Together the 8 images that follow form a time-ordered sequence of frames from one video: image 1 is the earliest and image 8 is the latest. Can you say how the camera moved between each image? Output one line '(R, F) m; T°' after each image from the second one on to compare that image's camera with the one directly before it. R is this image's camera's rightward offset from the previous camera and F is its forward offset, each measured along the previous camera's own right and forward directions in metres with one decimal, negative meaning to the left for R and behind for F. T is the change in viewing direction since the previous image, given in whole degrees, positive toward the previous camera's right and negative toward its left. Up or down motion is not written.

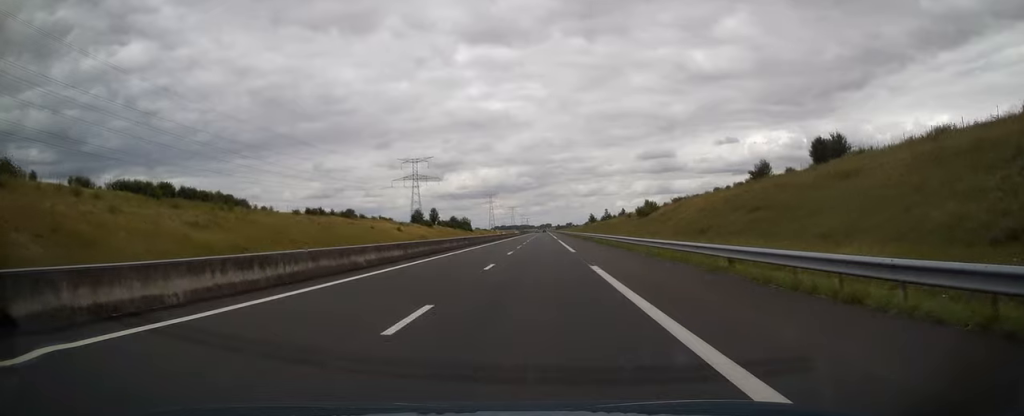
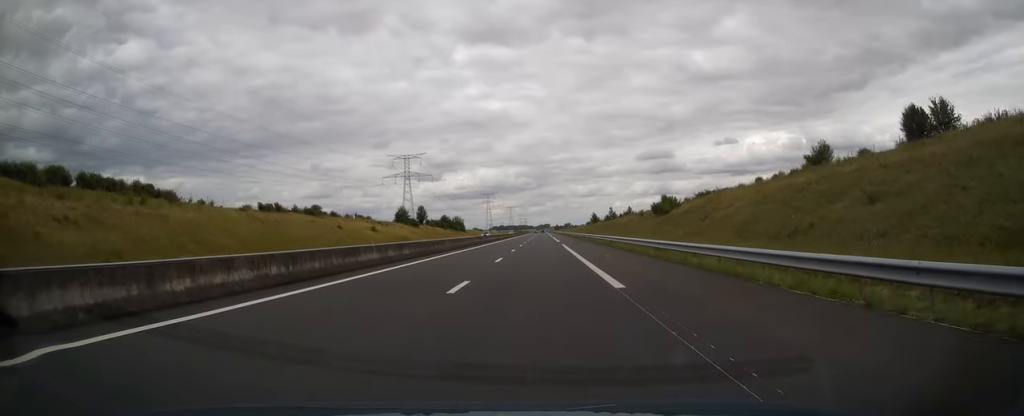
(0.0, +20.5) m; 0°
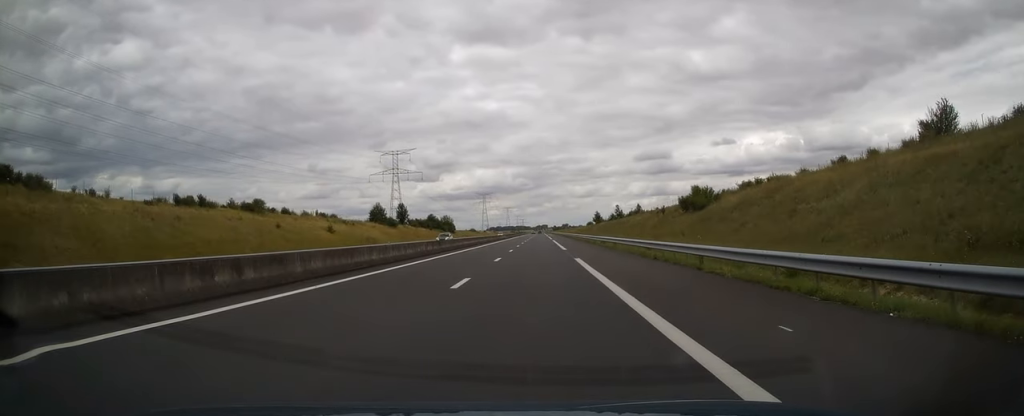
(0.0, +24.4) m; 0°
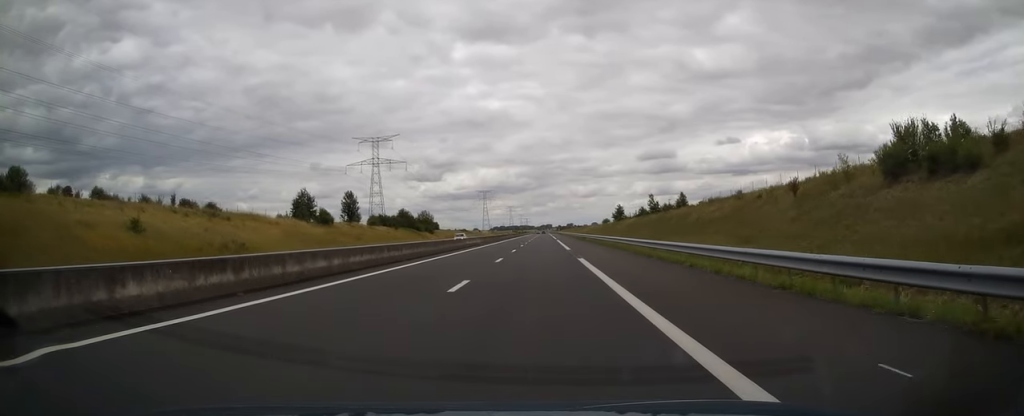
(0.0, +52.3) m; 0°
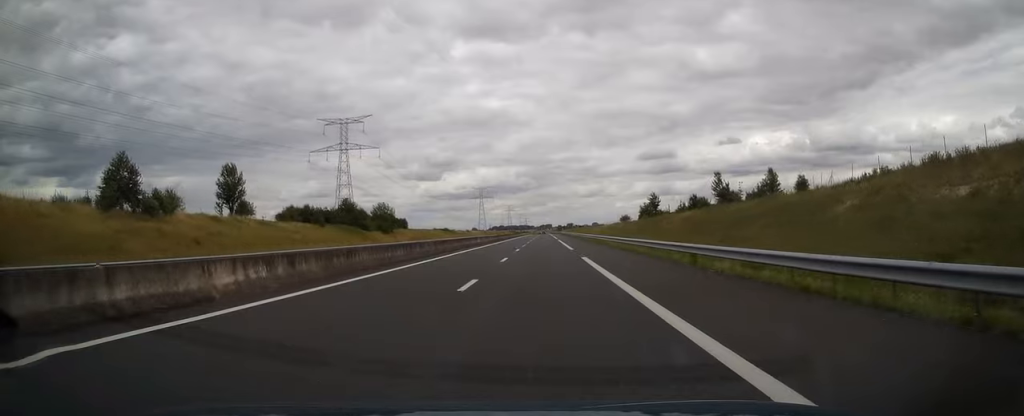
(0.0, +51.4) m; 0°
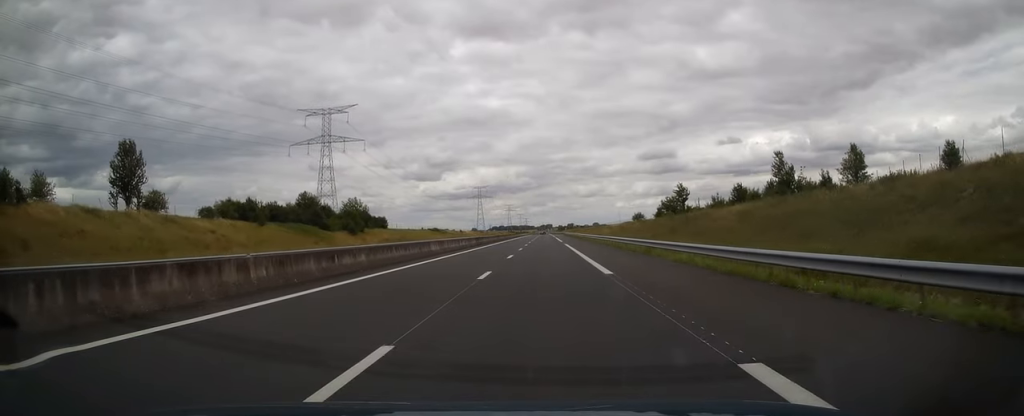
(0.0, +22.5) m; 0°
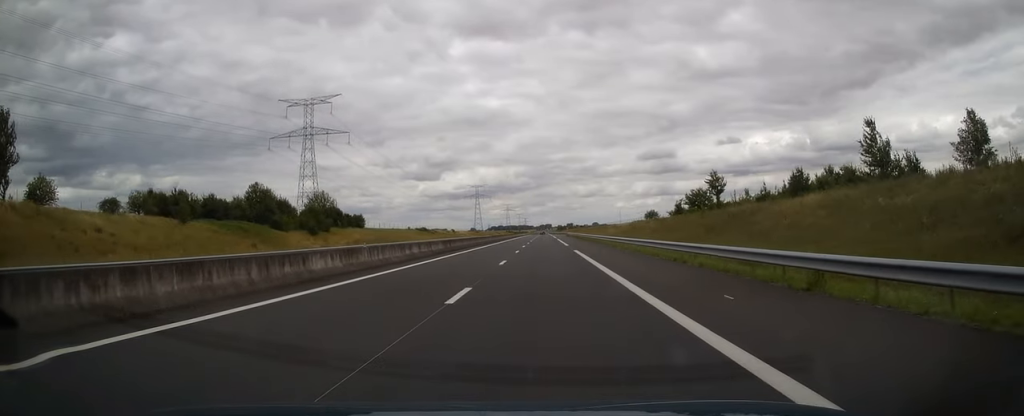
(0.0, +18.6) m; 0°
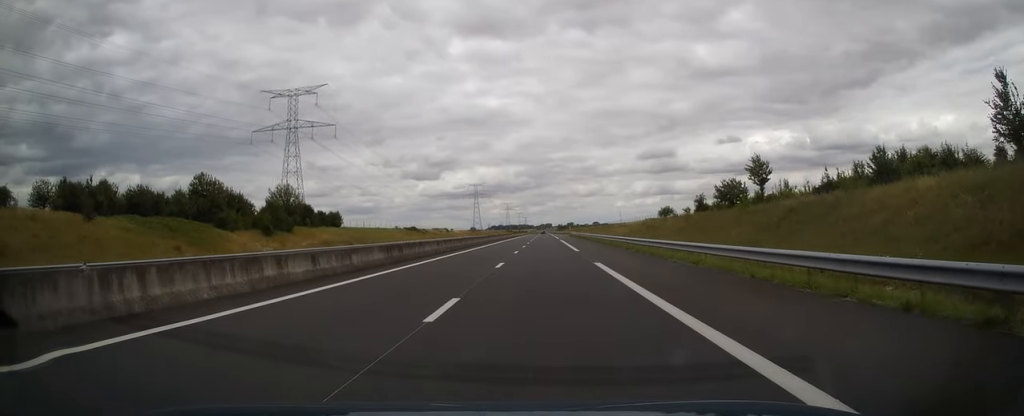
(0.0, +15.1) m; 0°
